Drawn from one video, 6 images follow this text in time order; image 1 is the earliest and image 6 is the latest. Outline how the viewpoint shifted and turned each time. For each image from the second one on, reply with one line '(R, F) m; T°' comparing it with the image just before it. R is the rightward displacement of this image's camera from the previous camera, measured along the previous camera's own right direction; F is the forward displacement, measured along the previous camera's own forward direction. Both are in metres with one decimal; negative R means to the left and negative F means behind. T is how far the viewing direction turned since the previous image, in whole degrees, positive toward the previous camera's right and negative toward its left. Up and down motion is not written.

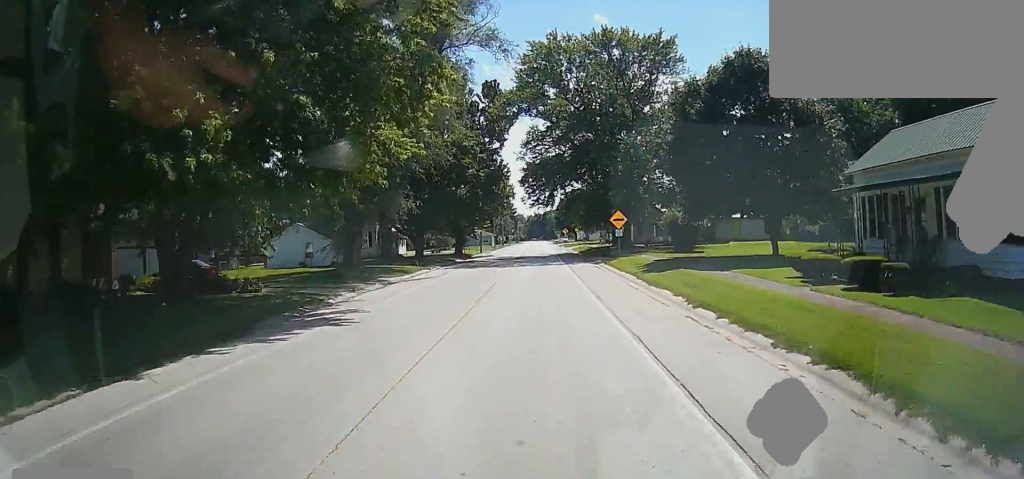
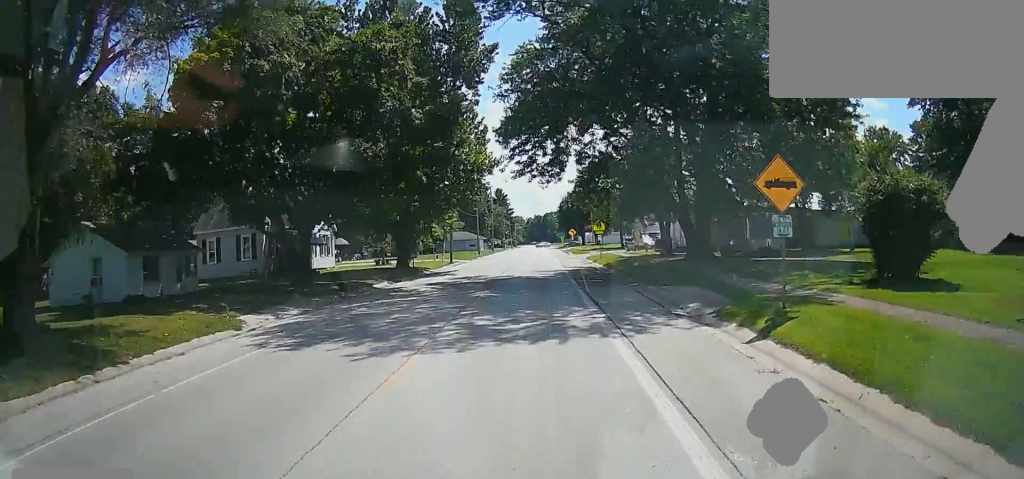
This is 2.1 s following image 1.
(0.0, +29.0) m; 0°
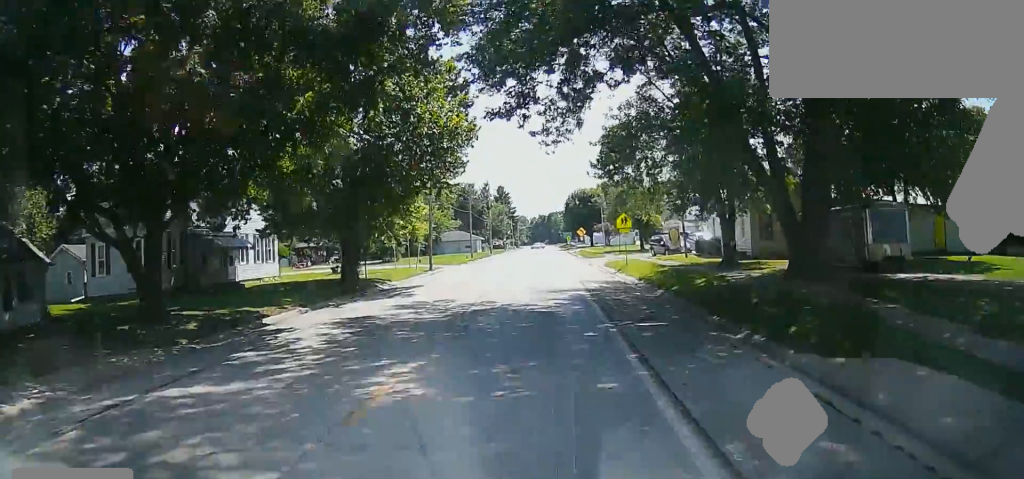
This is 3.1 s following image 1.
(0.0, +14.4) m; 0°
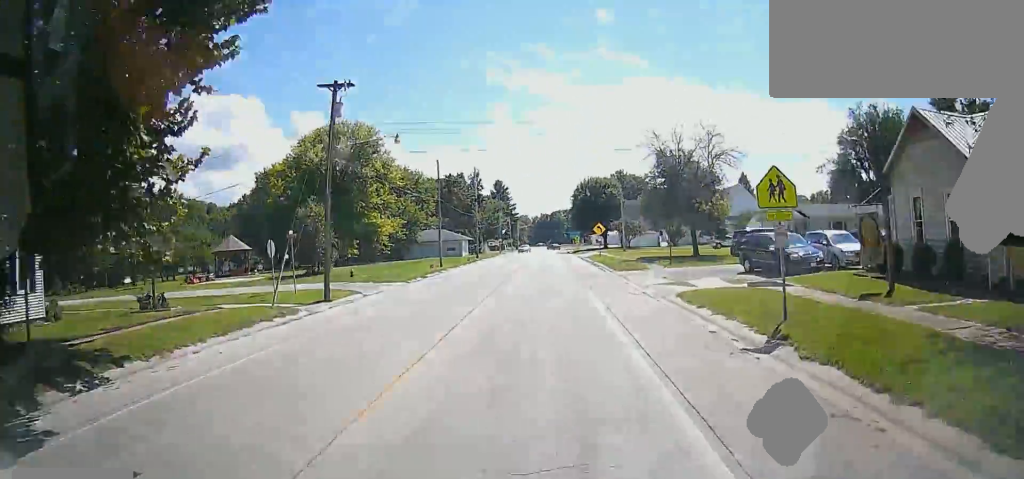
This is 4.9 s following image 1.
(0.0, +22.8) m; 0°
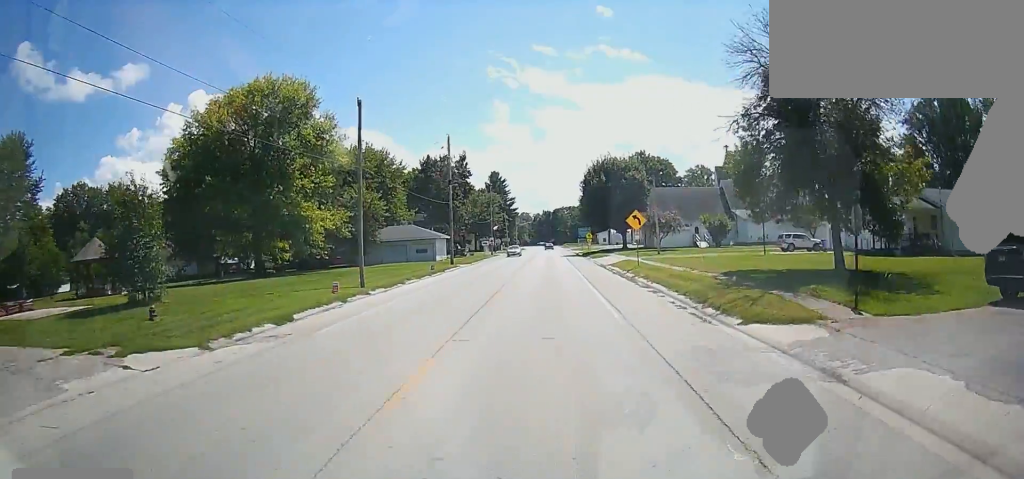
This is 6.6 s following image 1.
(0.0, +22.1) m; 0°
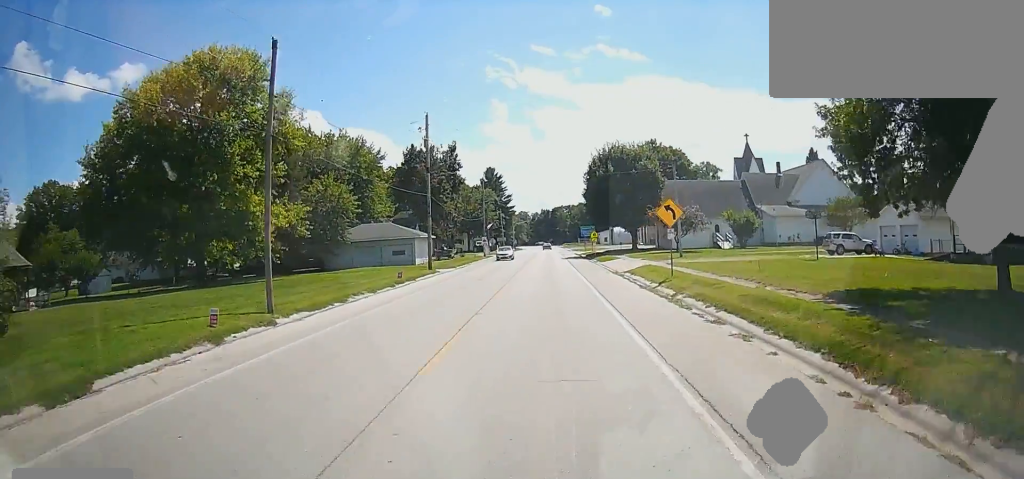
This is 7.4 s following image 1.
(0.0, +10.5) m; 0°
